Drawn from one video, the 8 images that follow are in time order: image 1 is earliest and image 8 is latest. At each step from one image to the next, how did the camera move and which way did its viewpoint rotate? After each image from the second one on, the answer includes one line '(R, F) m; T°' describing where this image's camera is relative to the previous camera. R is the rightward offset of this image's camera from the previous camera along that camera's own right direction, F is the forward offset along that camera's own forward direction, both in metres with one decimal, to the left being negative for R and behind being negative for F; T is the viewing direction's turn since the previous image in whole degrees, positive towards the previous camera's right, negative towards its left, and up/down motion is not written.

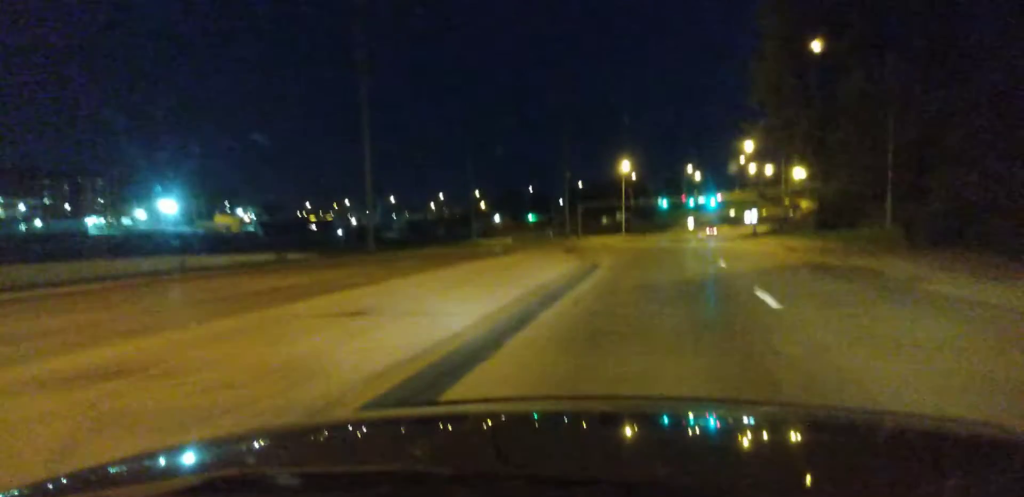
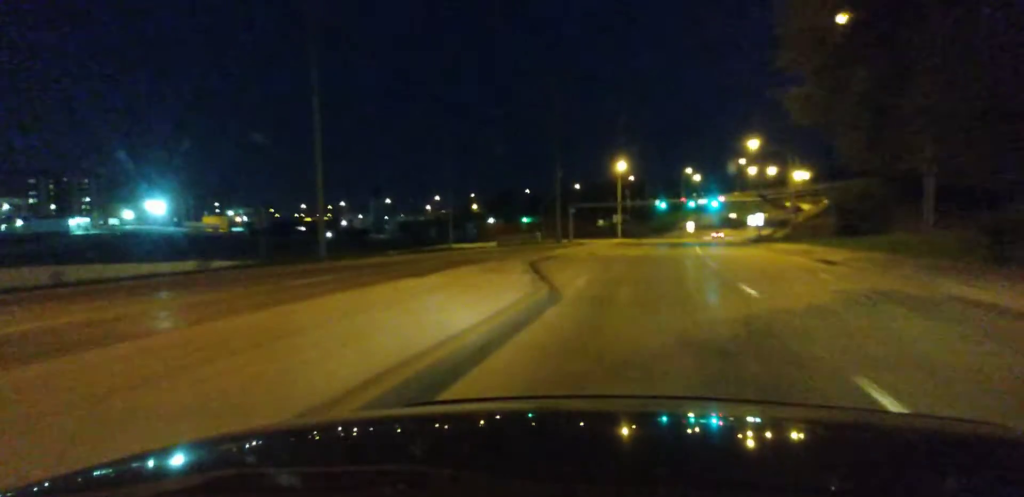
(0.0, +10.0) m; 0°
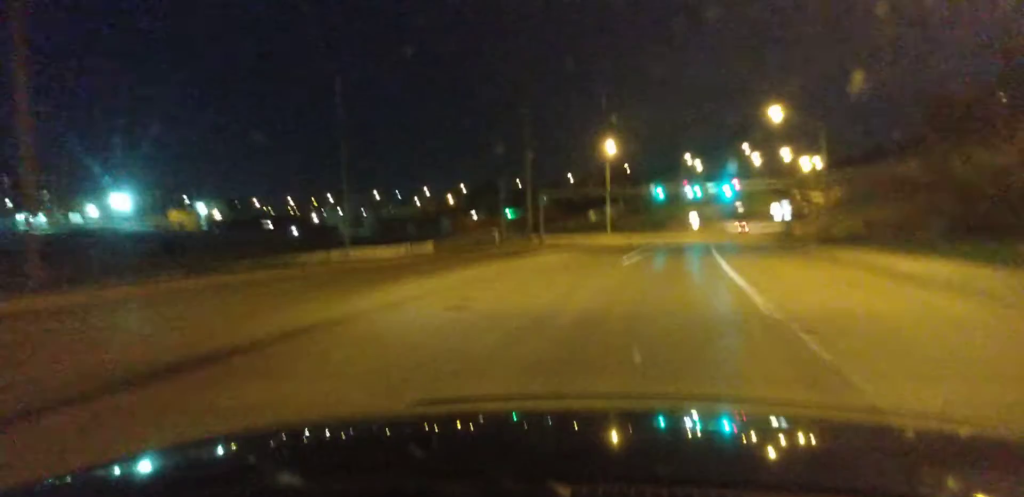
(+0.4, +26.7) m; +1°
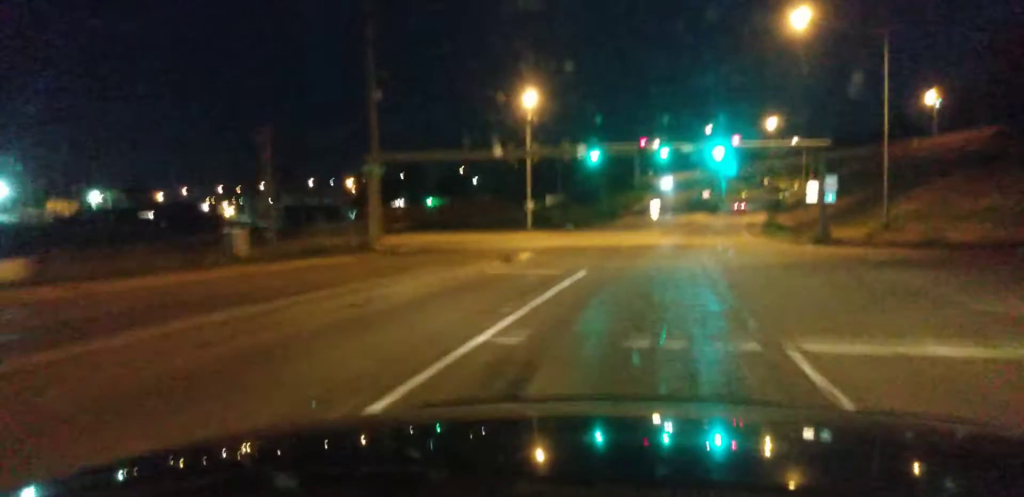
(-0.3, +43.0) m; +2°
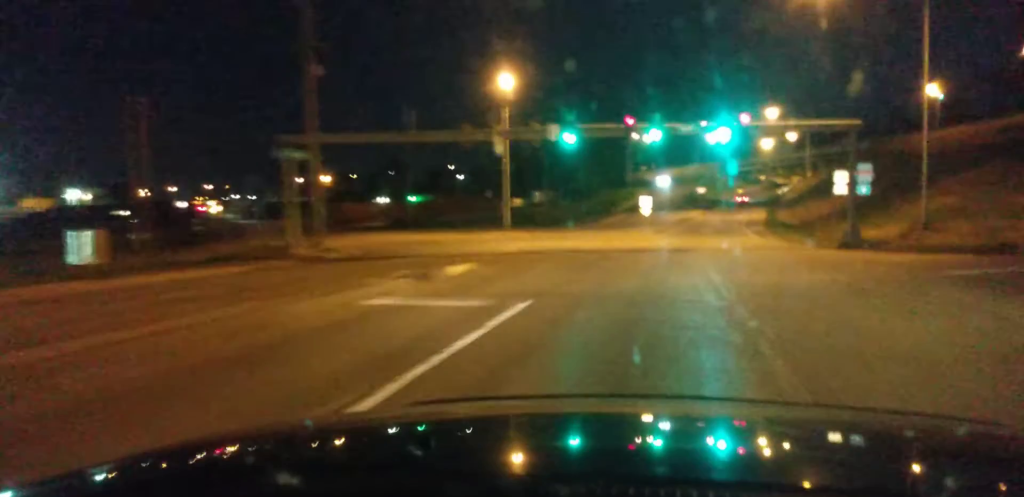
(+0.1, +9.2) m; +1°
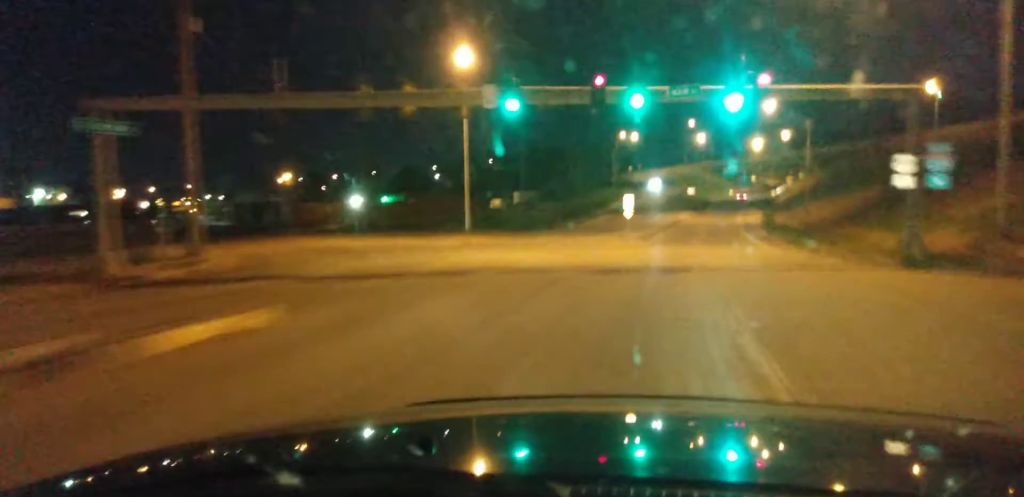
(+0.2, +11.8) m; +1°
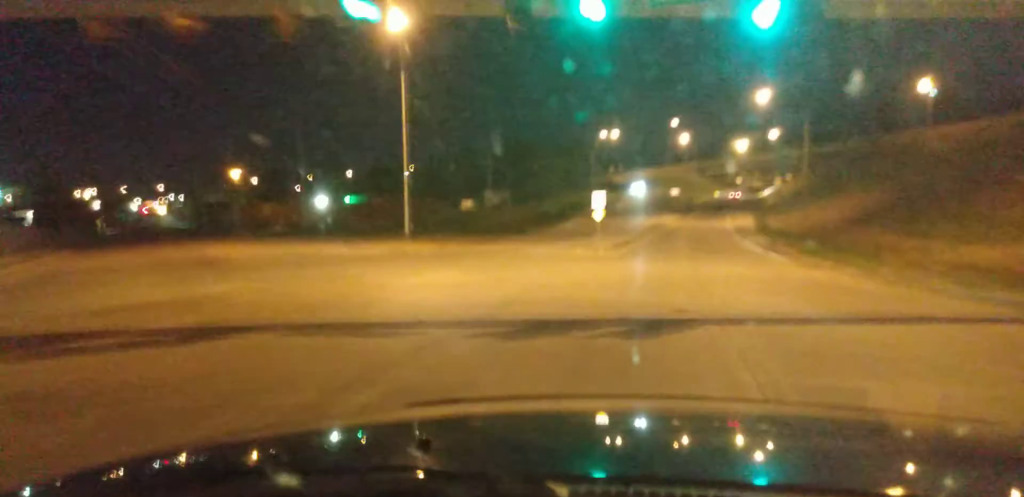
(0.0, +12.0) m; 0°
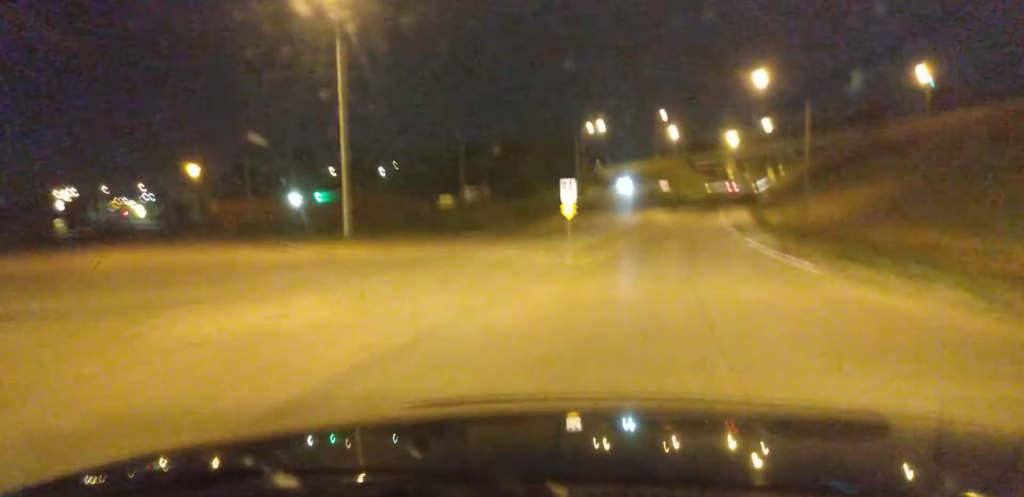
(0.0, +8.7) m; 0°
